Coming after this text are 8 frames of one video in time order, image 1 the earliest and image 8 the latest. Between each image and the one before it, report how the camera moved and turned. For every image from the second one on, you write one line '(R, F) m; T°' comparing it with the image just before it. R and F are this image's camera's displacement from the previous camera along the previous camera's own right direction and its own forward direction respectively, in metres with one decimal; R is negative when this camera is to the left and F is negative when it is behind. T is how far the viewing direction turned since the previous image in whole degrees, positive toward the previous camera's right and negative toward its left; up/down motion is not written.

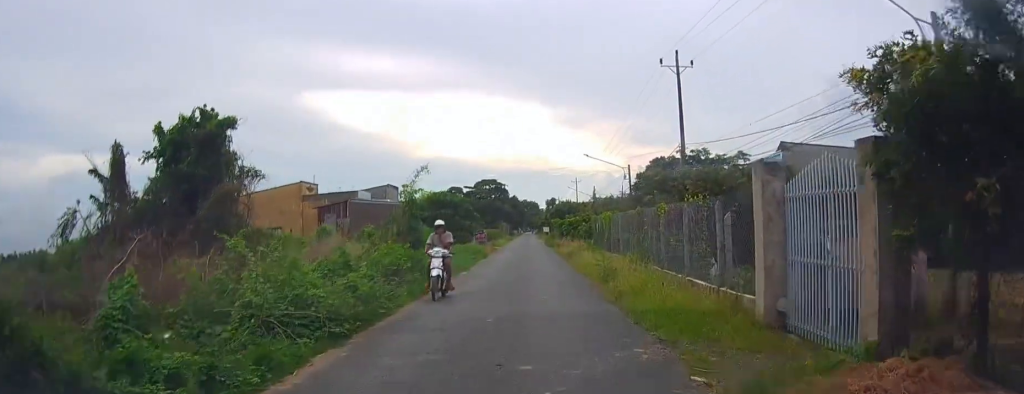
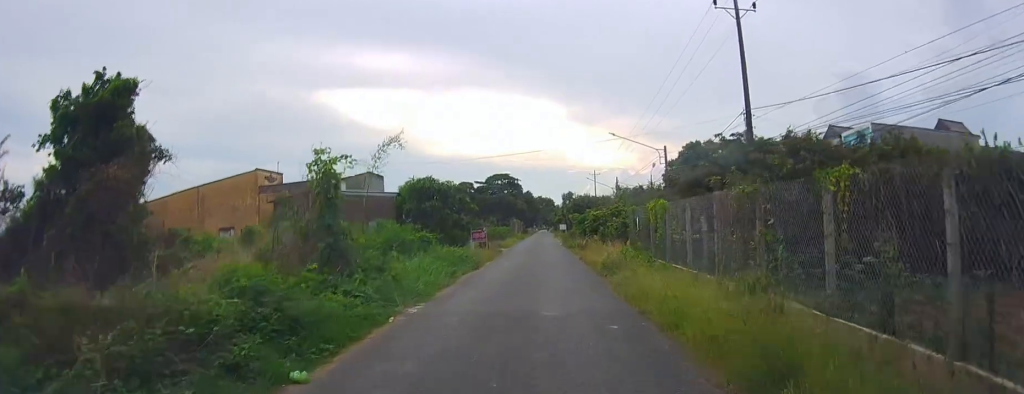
(+0.4, +10.9) m; +3°
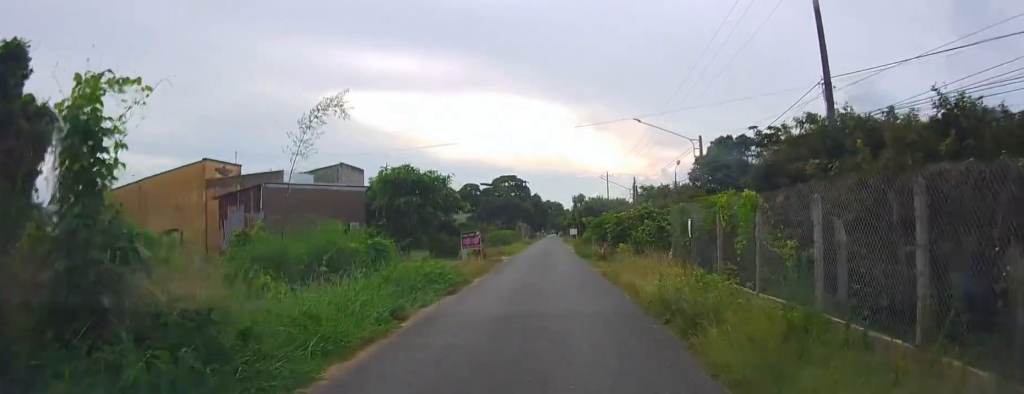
(-0.1, +8.1) m; 0°
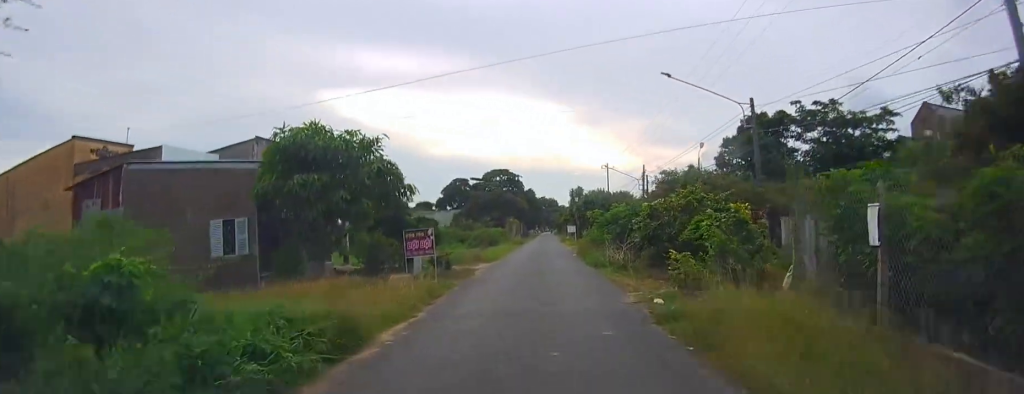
(-0.1, +11.0) m; -2°
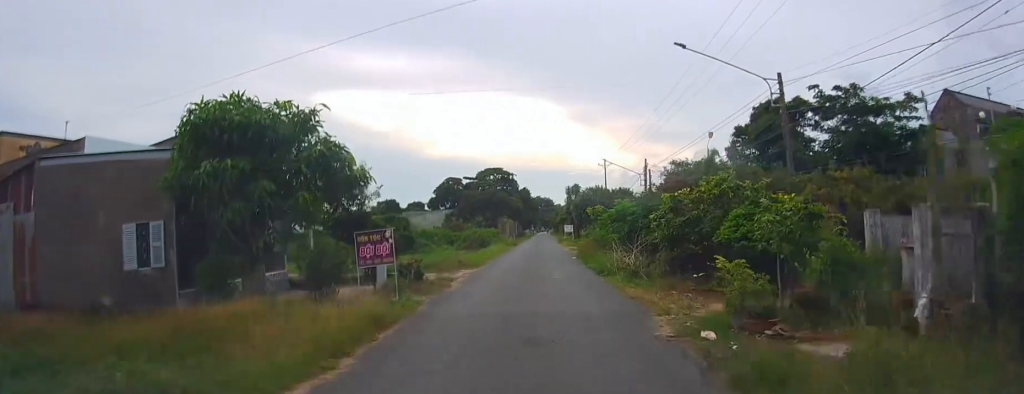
(-0.2, +4.5) m; 0°
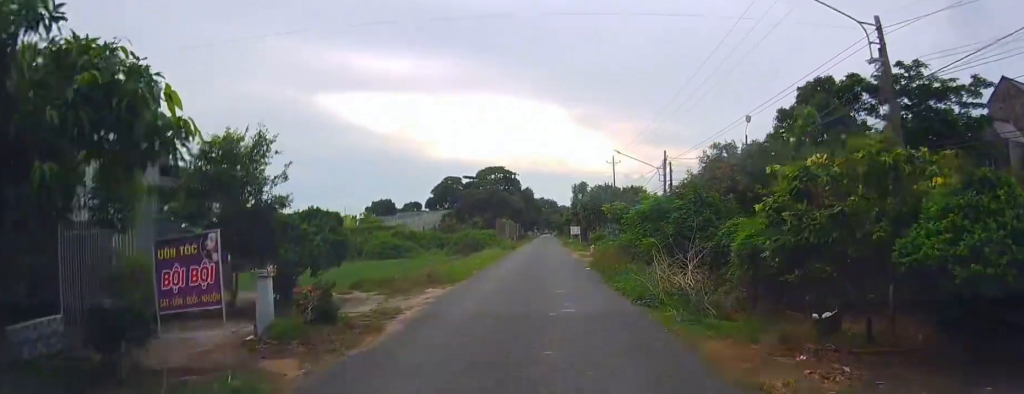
(+0.1, +7.6) m; +1°
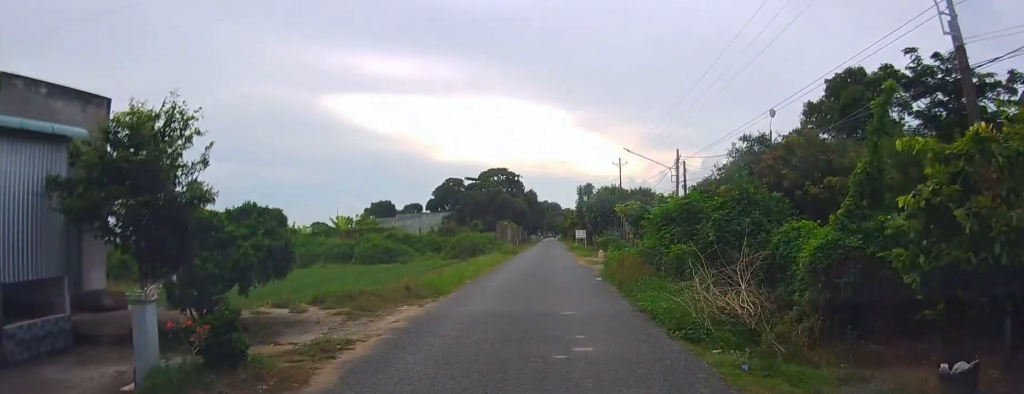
(0.0, +3.7) m; +1°
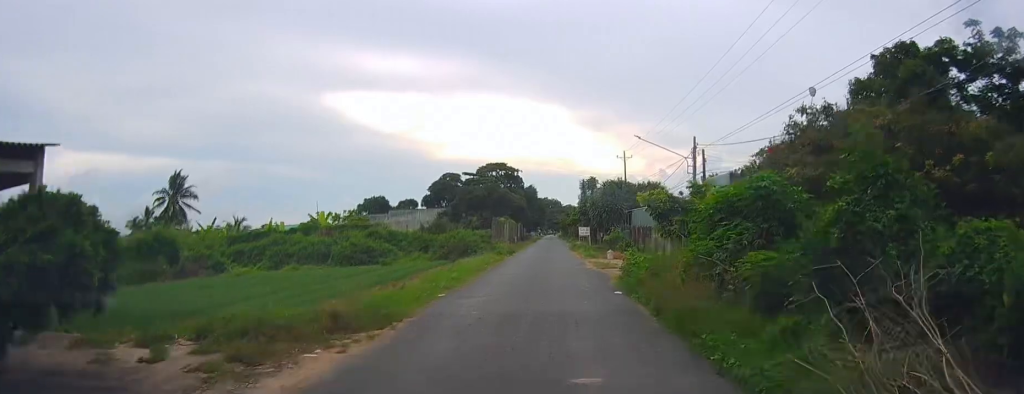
(0.0, +5.1) m; 0°
